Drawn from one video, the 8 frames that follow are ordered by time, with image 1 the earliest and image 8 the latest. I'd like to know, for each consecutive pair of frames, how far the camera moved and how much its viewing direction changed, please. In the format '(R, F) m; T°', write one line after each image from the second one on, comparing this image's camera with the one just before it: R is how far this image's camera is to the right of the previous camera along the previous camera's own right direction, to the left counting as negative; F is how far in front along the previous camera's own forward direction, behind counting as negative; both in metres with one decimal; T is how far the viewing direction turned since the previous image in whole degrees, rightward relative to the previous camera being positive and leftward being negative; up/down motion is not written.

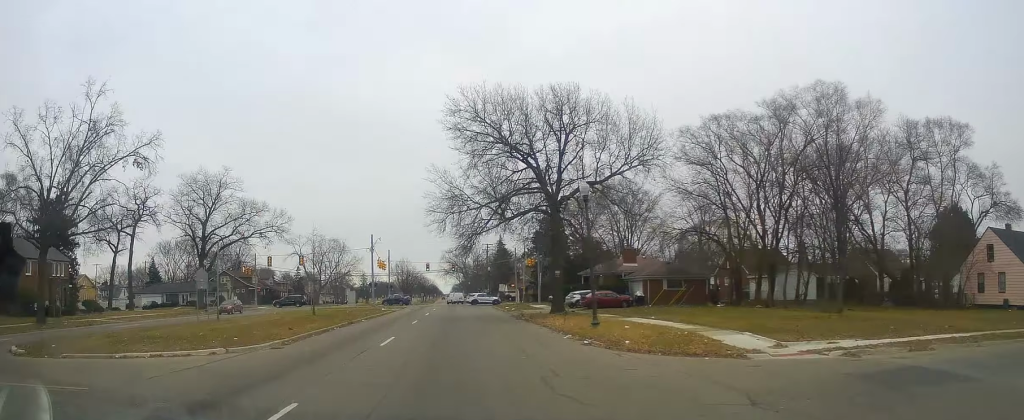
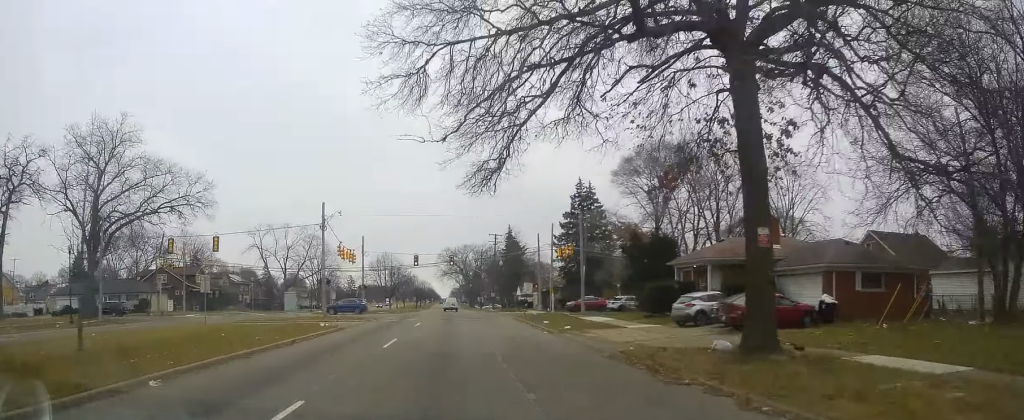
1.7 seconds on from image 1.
(+0.3, +29.4) m; +1°
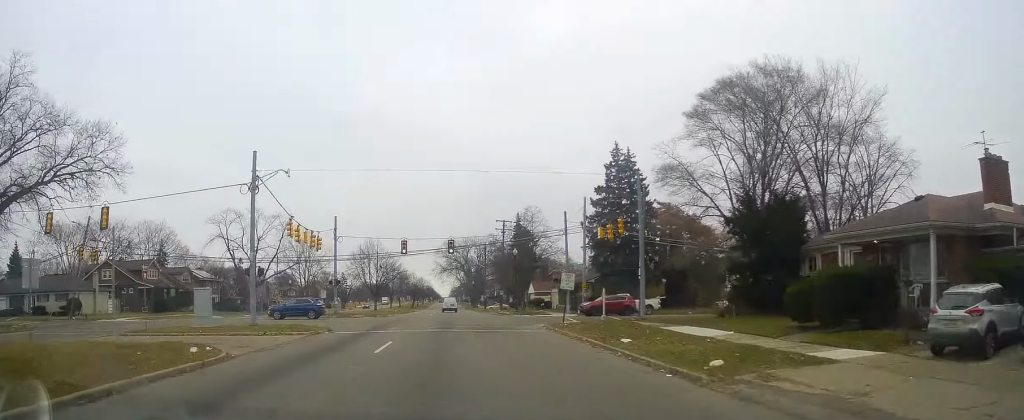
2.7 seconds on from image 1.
(0.0, +18.0) m; 0°
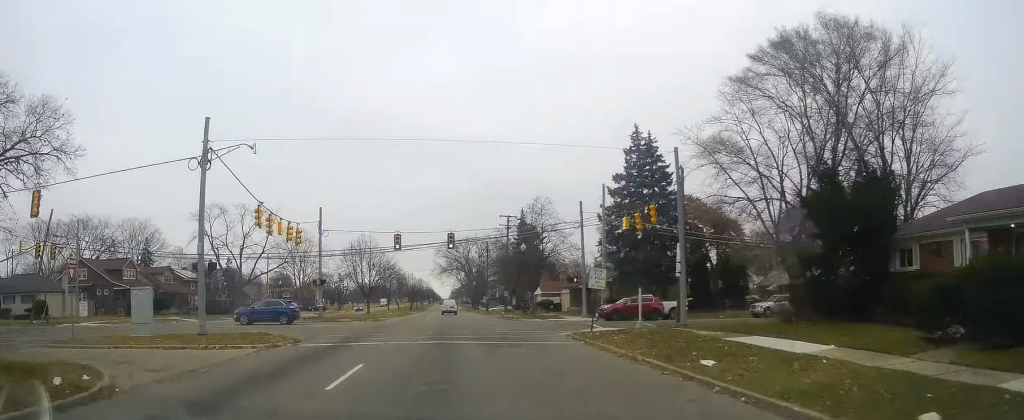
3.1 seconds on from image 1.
(0.0, +7.0) m; 0°
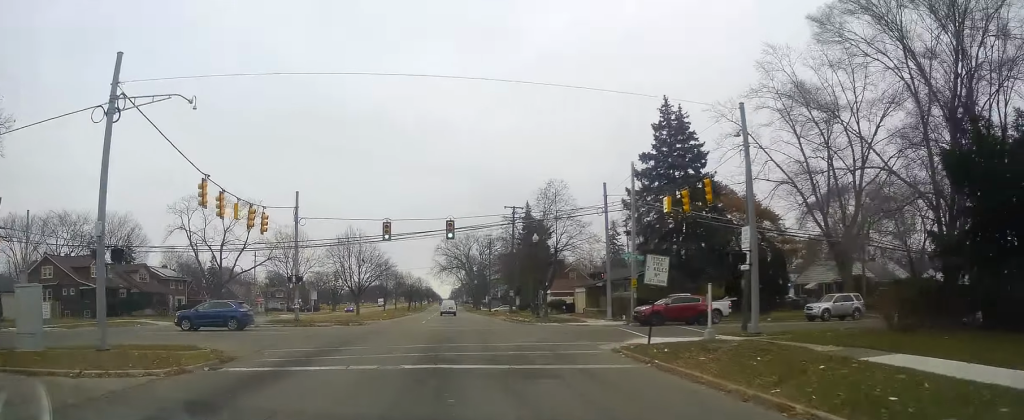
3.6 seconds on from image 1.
(0.0, +8.2) m; 0°
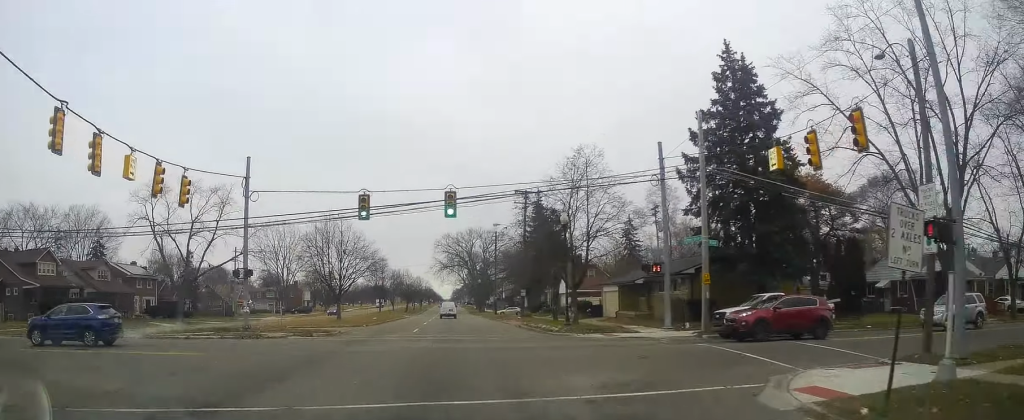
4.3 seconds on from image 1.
(0.0, +11.7) m; 0°
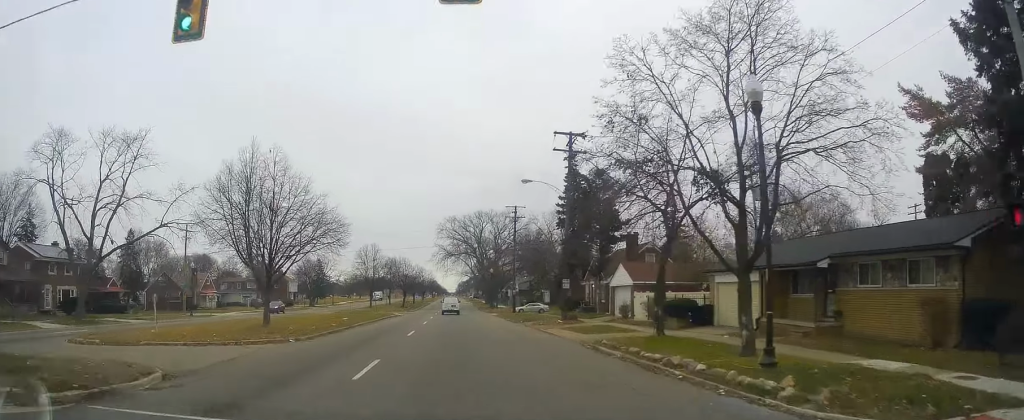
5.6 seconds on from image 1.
(-0.4, +22.7) m; -2°
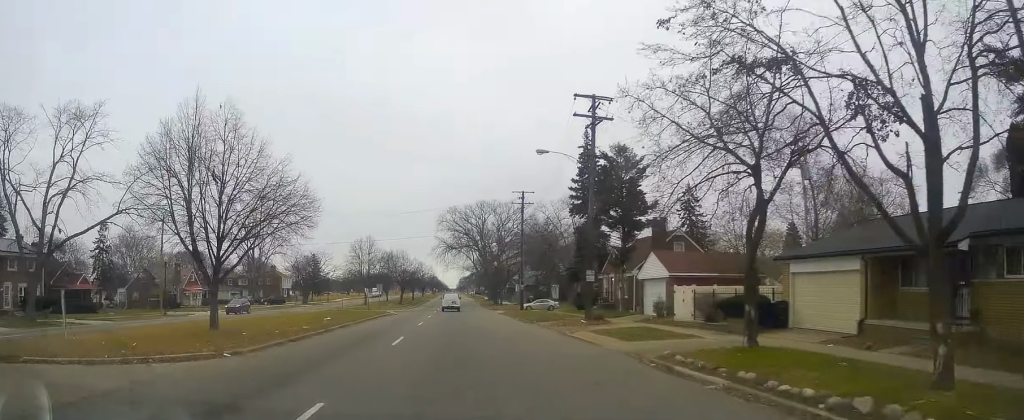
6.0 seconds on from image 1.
(-0.1, +7.5) m; -1°
